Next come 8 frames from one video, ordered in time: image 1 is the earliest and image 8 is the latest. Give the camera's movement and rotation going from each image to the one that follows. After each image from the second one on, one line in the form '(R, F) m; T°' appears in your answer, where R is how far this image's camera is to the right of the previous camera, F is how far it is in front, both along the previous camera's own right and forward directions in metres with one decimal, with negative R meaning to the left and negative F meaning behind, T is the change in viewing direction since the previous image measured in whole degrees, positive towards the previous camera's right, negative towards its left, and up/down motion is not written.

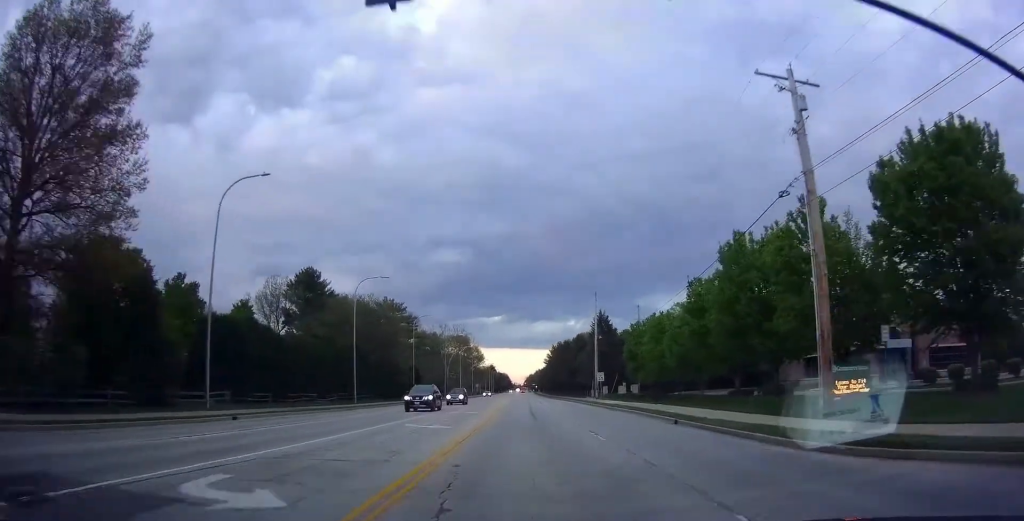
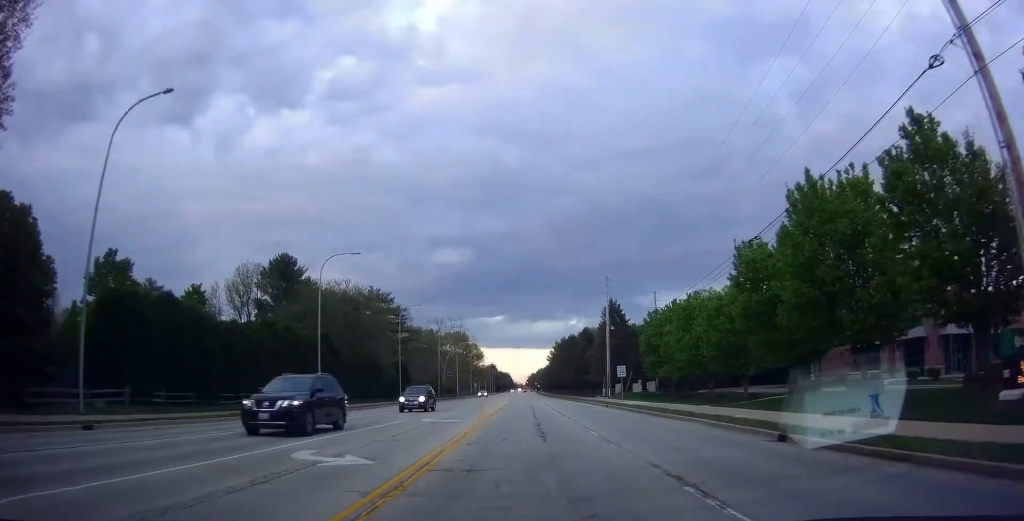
(-0.2, +10.7) m; 0°
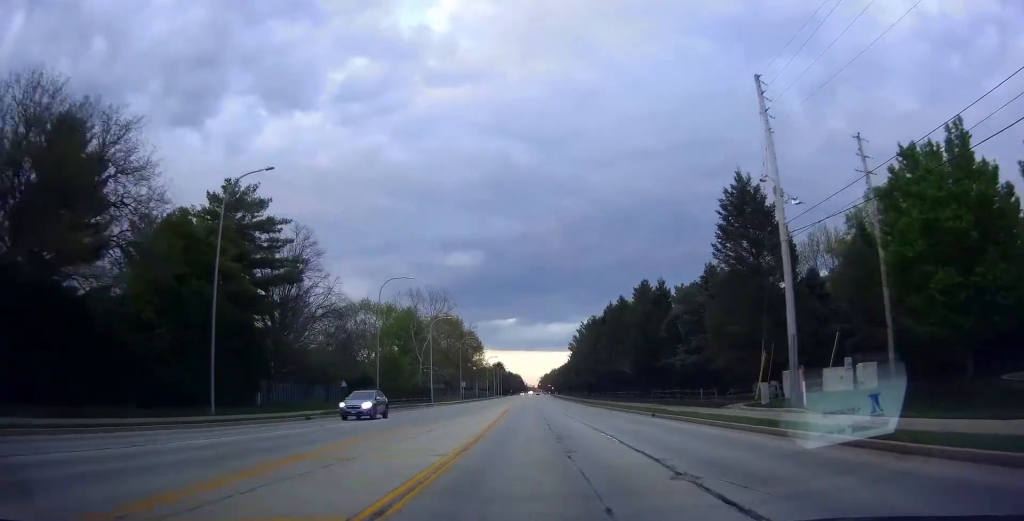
(+0.7, +49.3) m; -2°
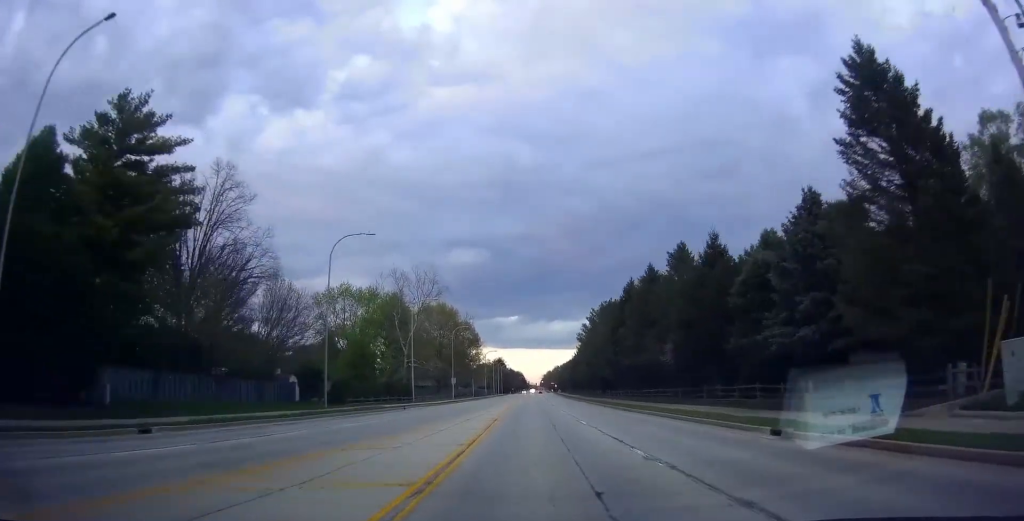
(-0.5, +15.6) m; 0°
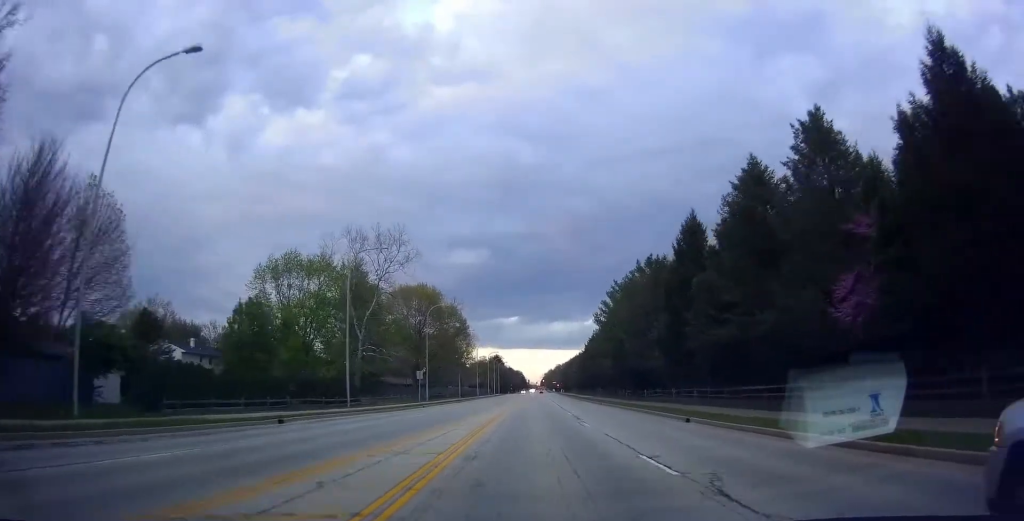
(+0.7, +25.9) m; +2°
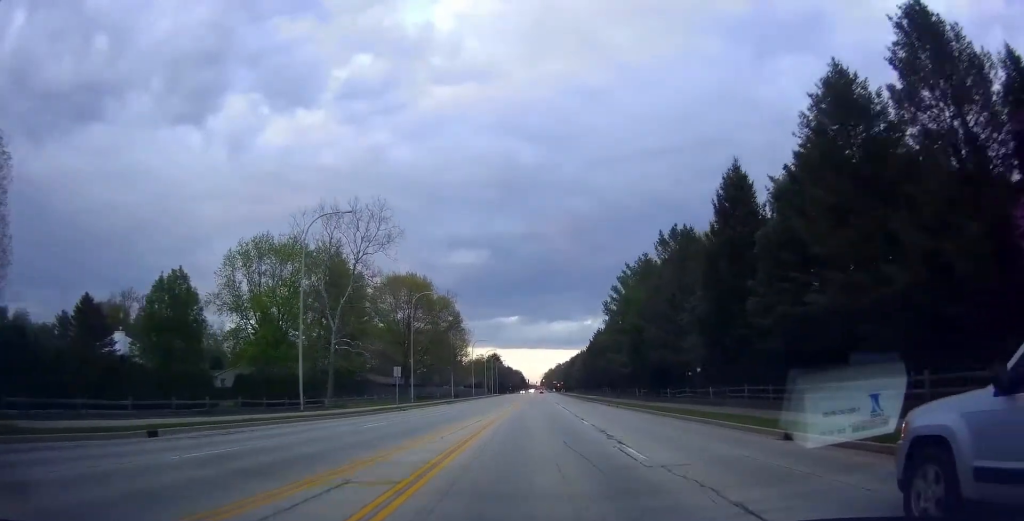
(0.0, +9.7) m; 0°
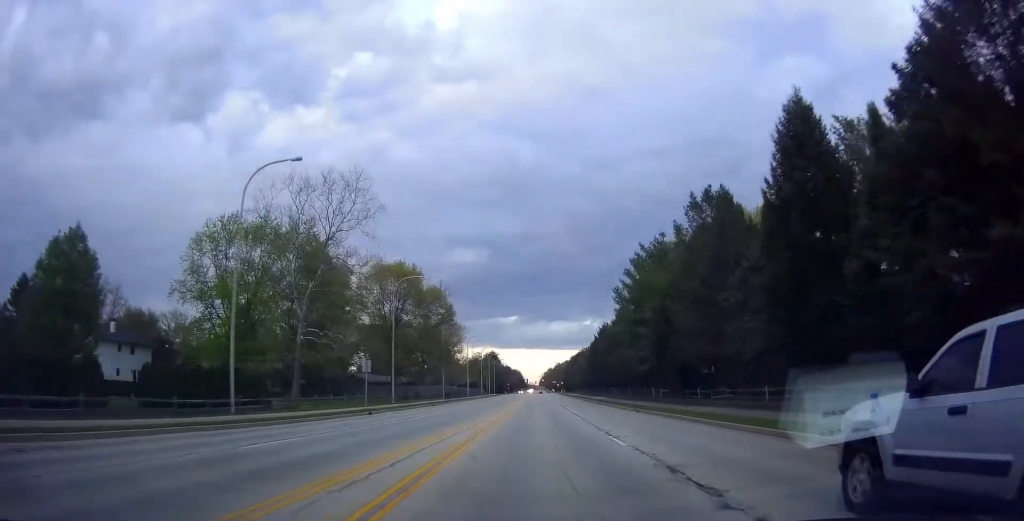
(0.0, +9.6) m; 0°
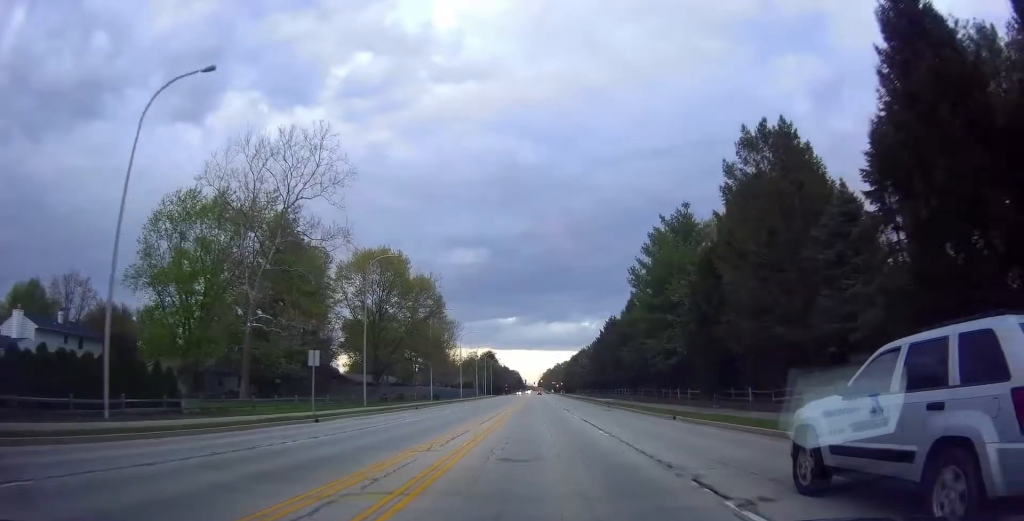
(0.0, +9.6) m; 0°
